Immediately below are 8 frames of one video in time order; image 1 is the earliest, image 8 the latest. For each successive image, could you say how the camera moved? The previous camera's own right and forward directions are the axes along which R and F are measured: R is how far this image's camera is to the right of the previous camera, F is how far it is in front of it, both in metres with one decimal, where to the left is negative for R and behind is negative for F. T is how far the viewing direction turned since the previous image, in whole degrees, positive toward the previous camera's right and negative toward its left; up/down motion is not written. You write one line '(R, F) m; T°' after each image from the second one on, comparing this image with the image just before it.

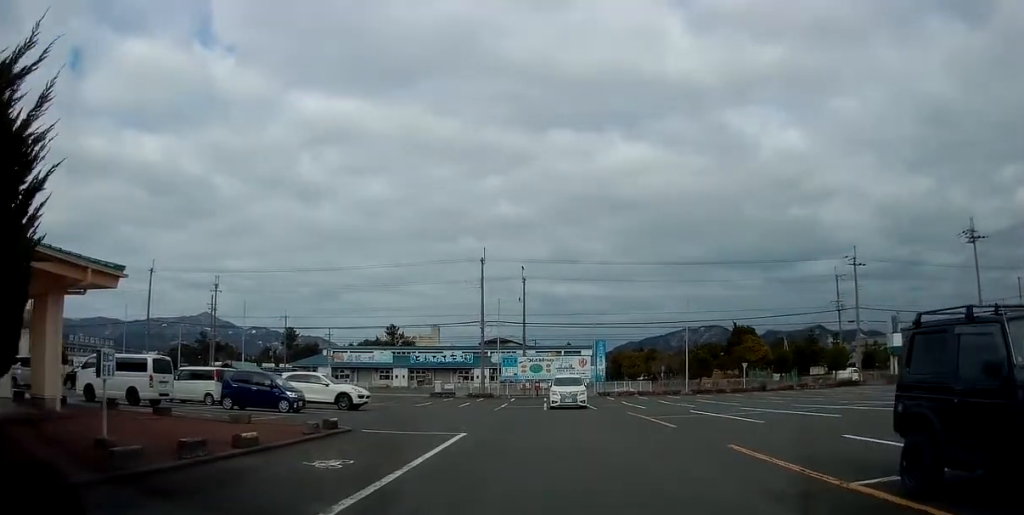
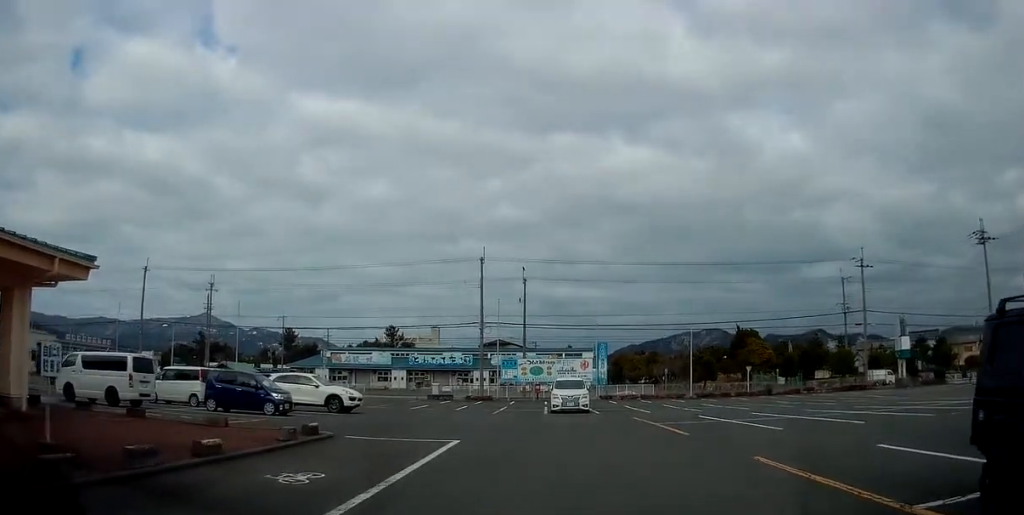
(0.0, +1.5) m; +1°
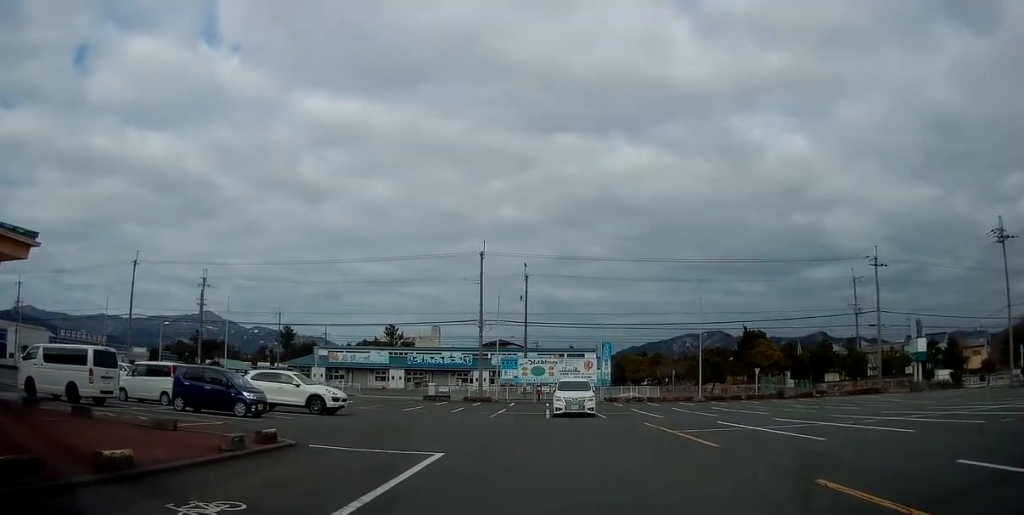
(+0.1, +2.6) m; +4°
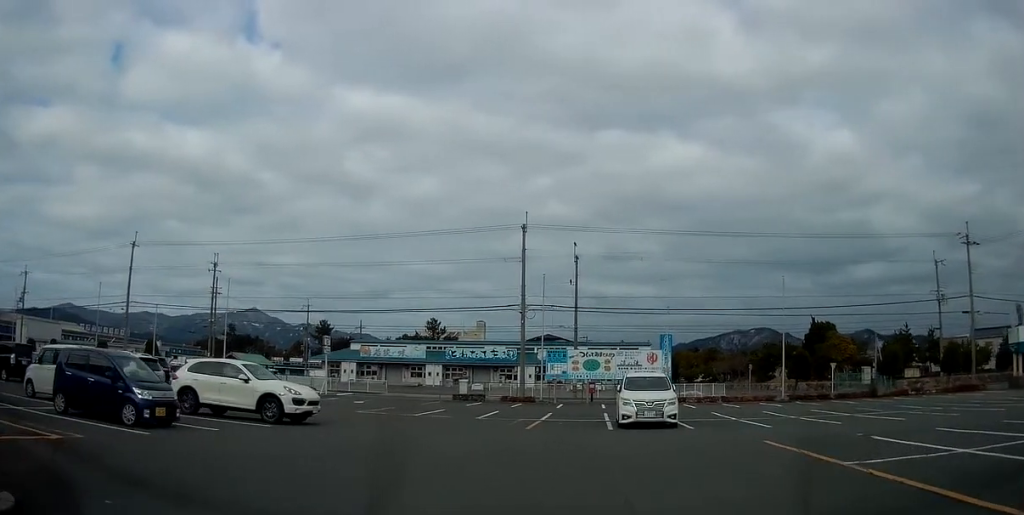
(-0.2, +8.7) m; -19°
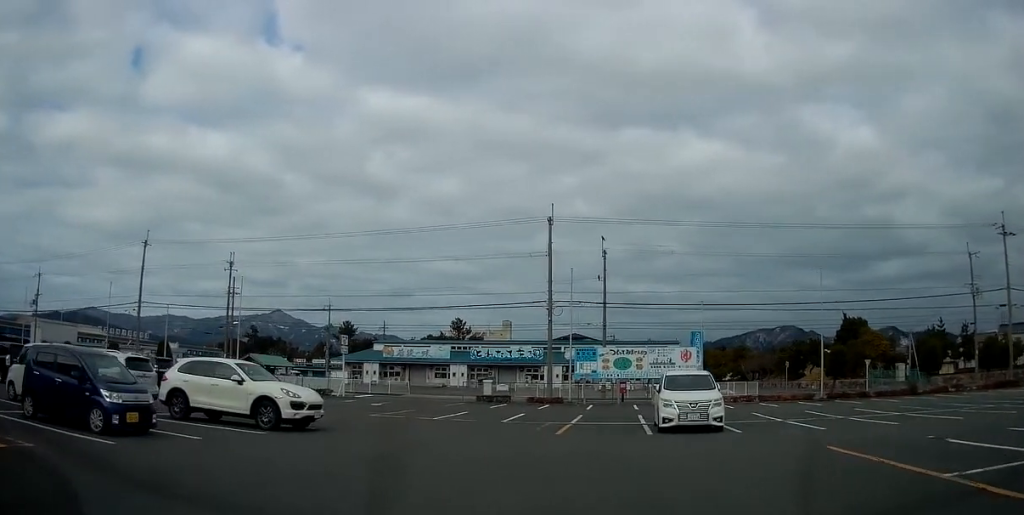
(-0.6, +2.2) m; -3°
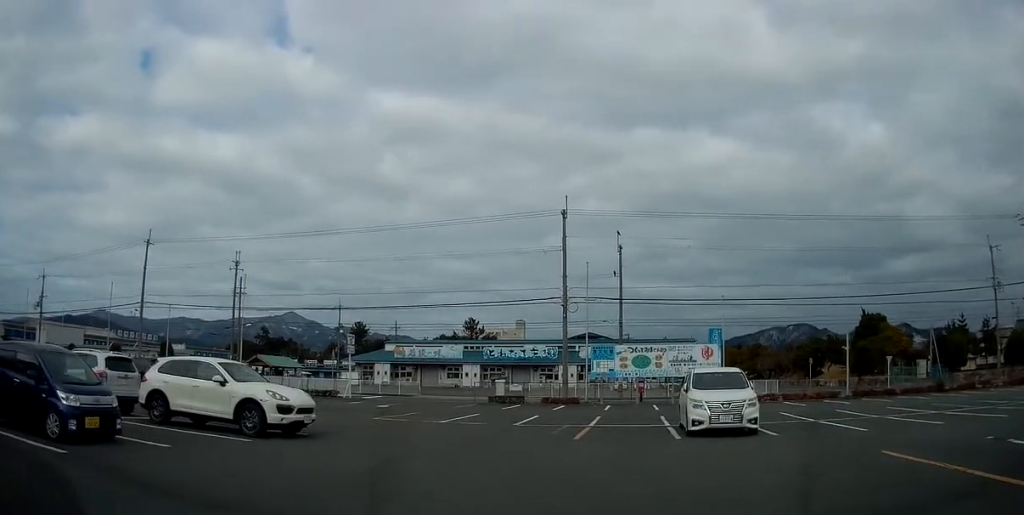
(-0.1, +1.7) m; -1°
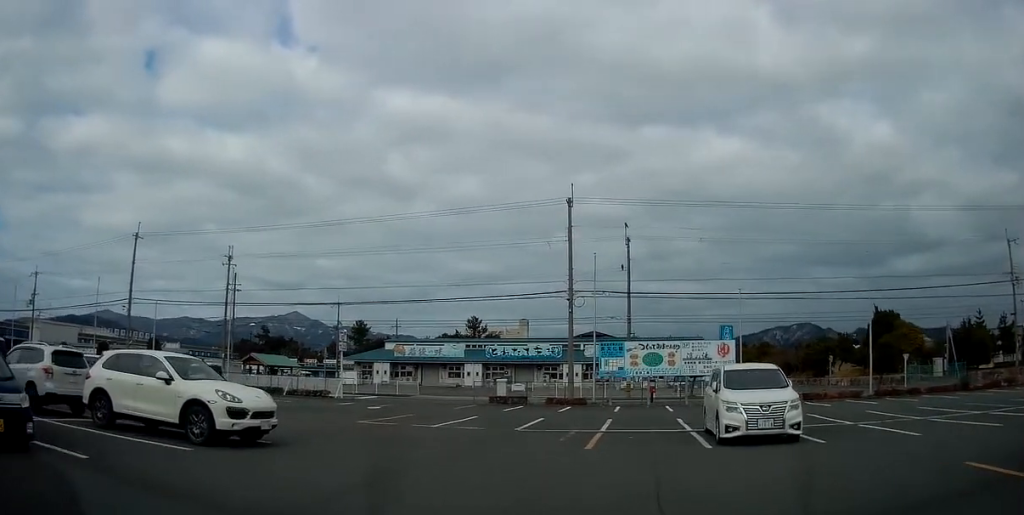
(+0.4, +2.4) m; 0°
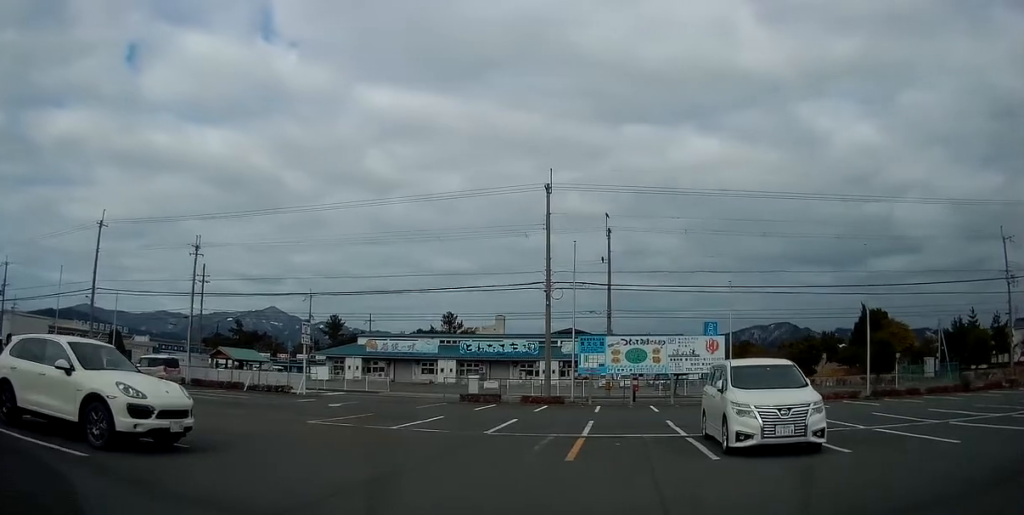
(-0.3, +2.3) m; 0°
